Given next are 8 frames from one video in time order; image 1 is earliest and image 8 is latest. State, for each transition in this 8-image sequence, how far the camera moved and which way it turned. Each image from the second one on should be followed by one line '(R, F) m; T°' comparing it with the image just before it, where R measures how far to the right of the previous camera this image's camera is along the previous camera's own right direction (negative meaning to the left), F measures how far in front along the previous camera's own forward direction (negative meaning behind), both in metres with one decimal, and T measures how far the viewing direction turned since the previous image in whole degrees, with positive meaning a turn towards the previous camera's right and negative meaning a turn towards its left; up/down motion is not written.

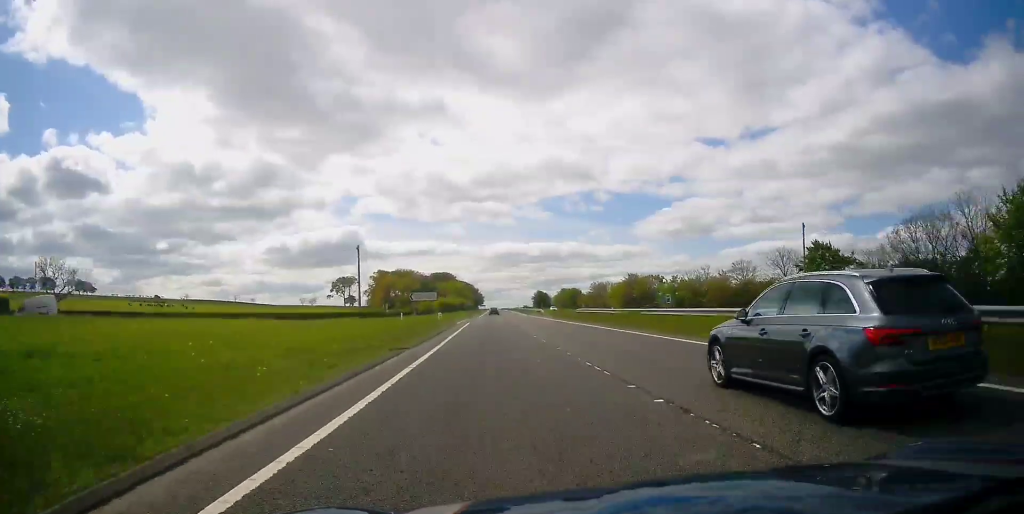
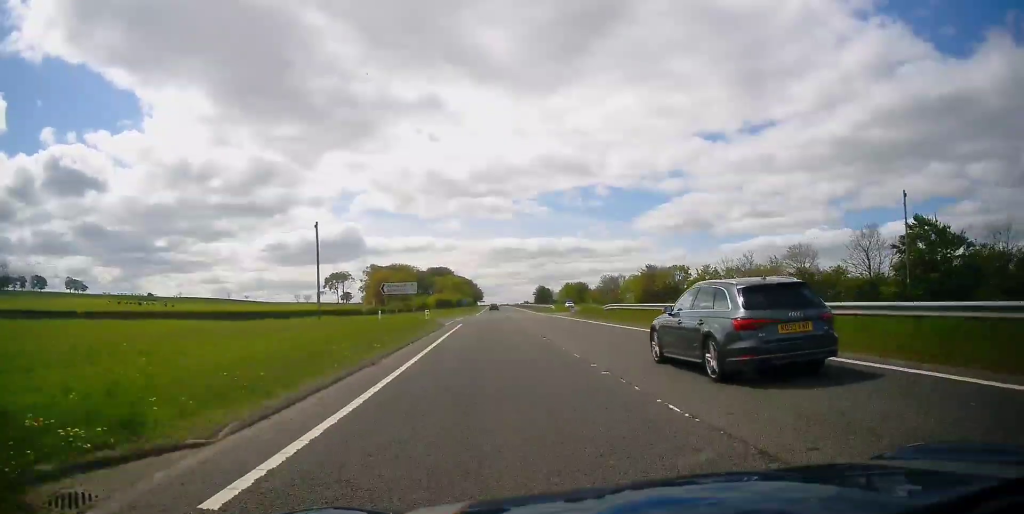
(0.0, +14.7) m; 0°
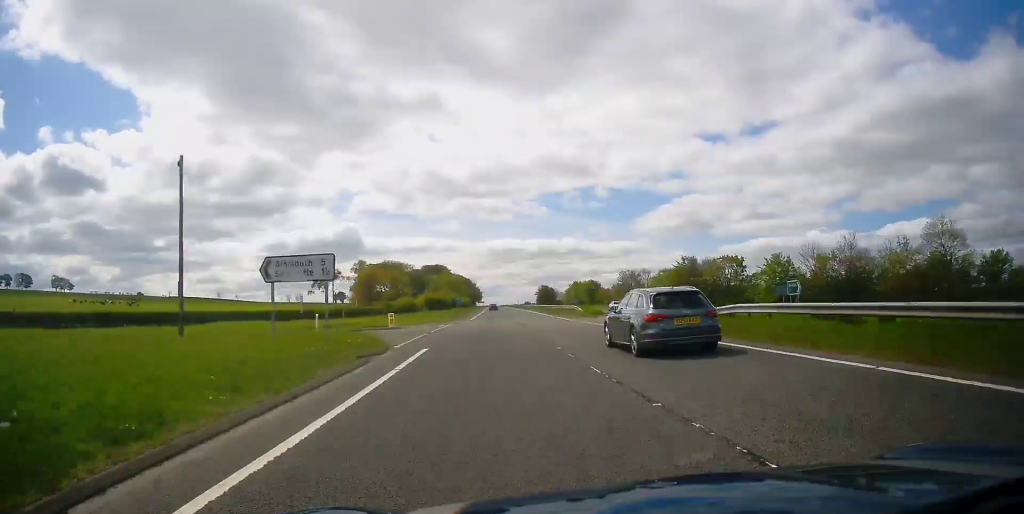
(+0.3, +22.2) m; 0°
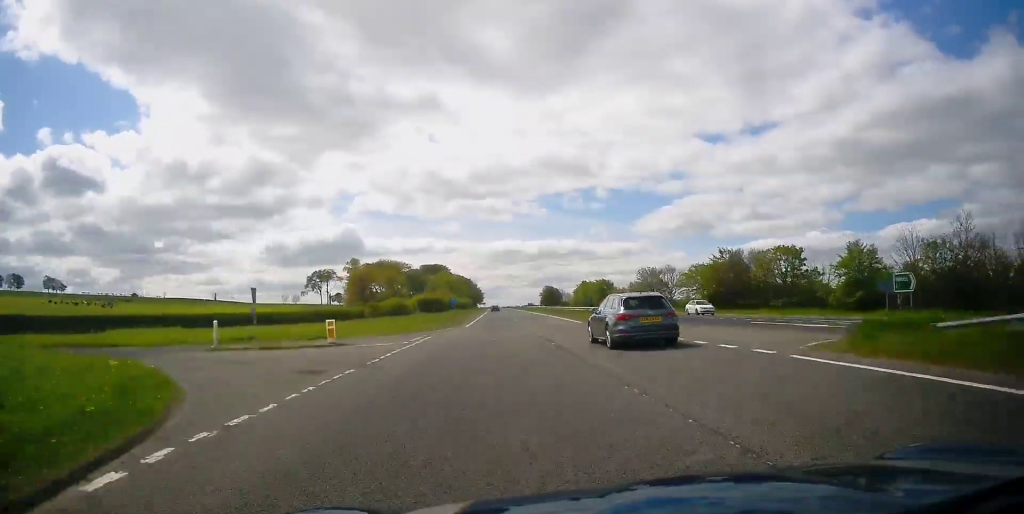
(-0.2, +14.8) m; 0°
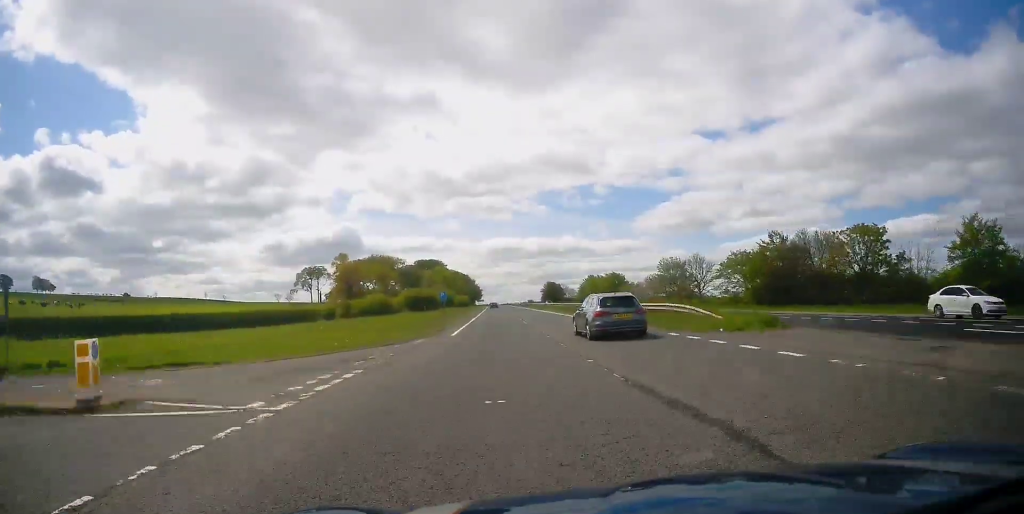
(-0.1, +14.9) m; 0°
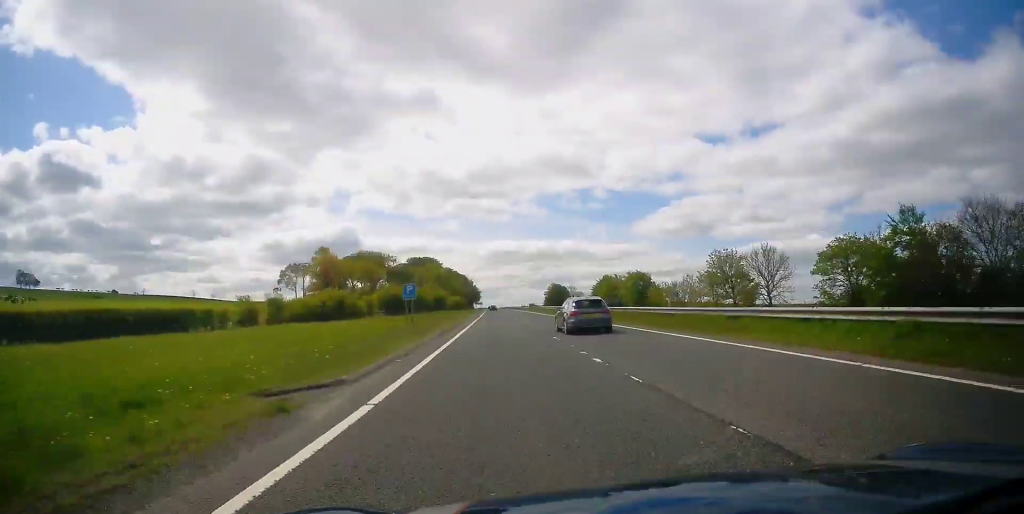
(0.0, +23.5) m; 0°
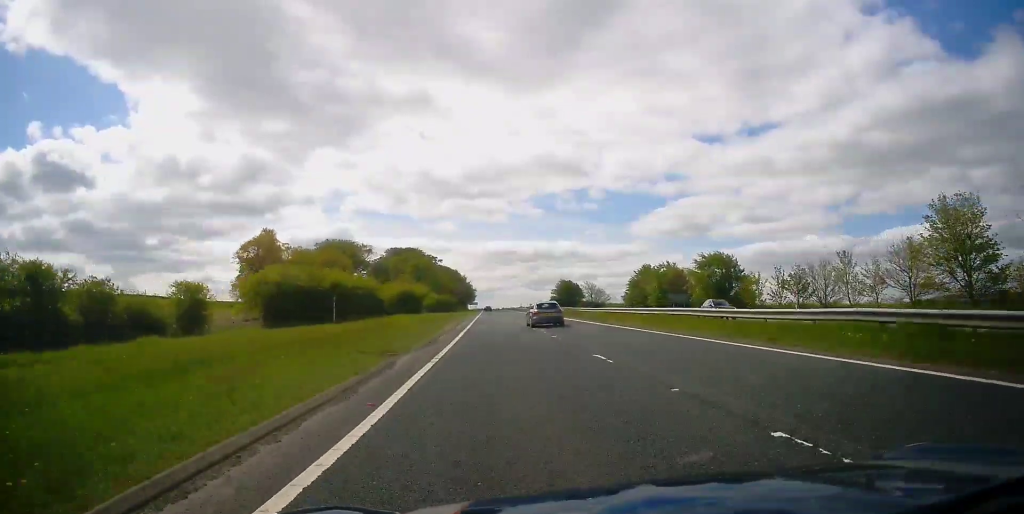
(+0.3, +43.1) m; 0°
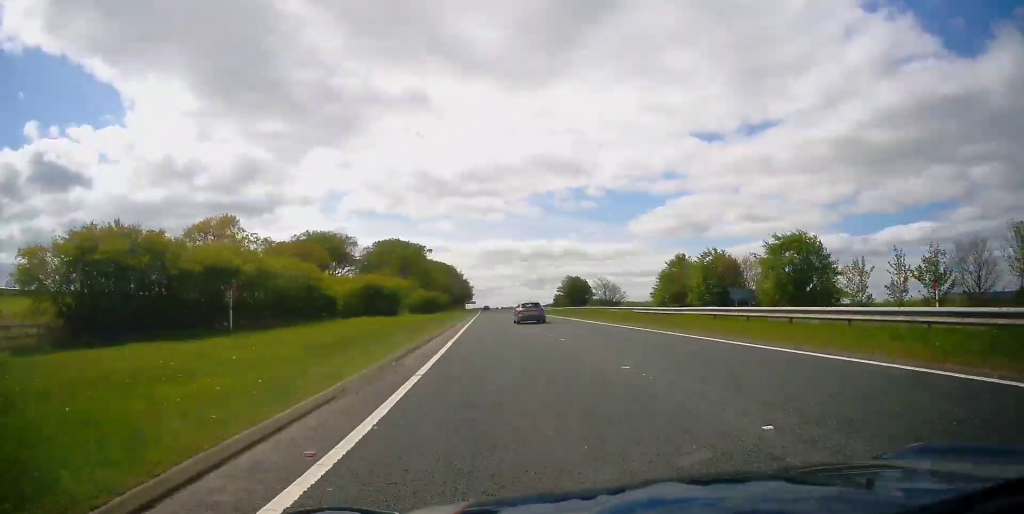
(0.0, +20.6) m; 0°
